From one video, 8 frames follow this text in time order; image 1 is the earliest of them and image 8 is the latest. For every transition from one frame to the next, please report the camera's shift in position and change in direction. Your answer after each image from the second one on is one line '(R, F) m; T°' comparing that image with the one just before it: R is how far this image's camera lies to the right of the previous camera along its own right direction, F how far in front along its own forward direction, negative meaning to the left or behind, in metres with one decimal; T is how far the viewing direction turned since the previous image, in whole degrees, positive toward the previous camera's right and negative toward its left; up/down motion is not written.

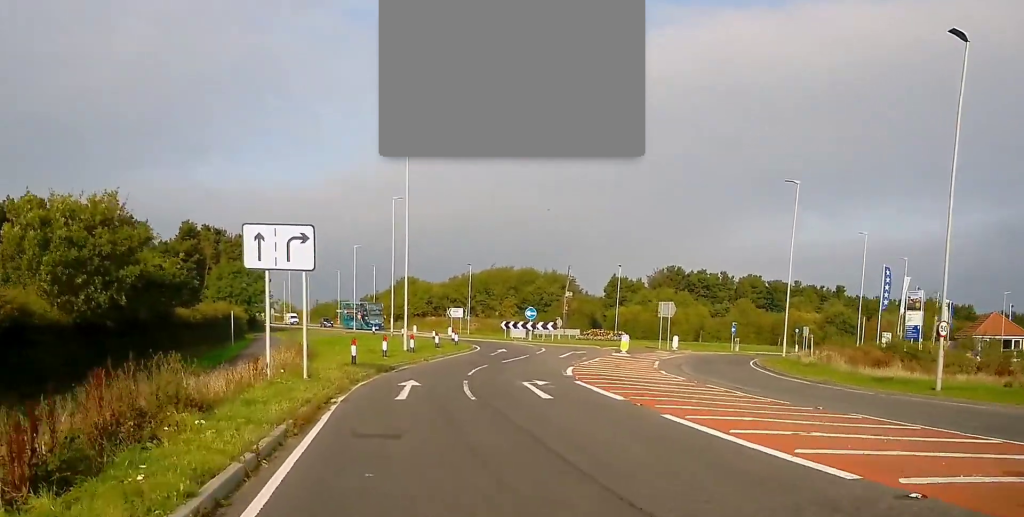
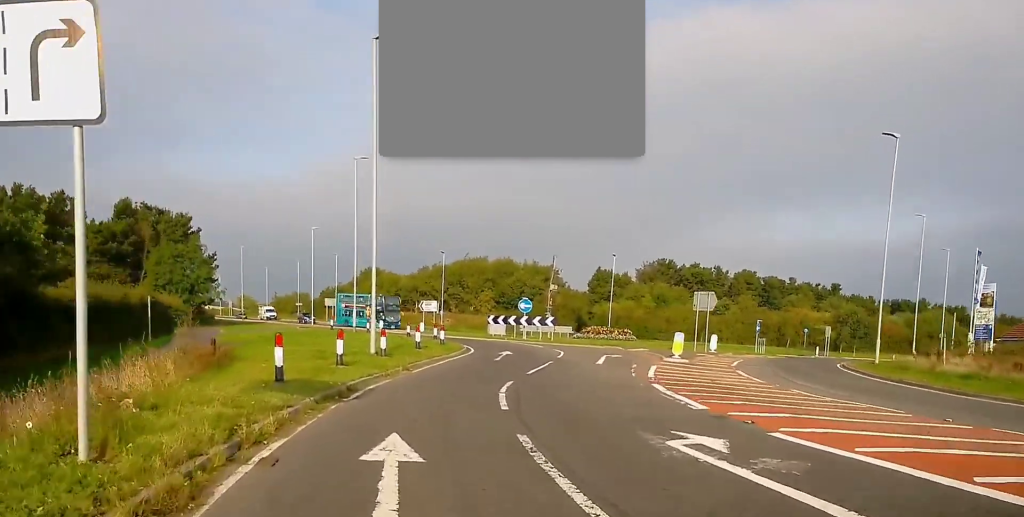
(0.0, +12.5) m; 0°
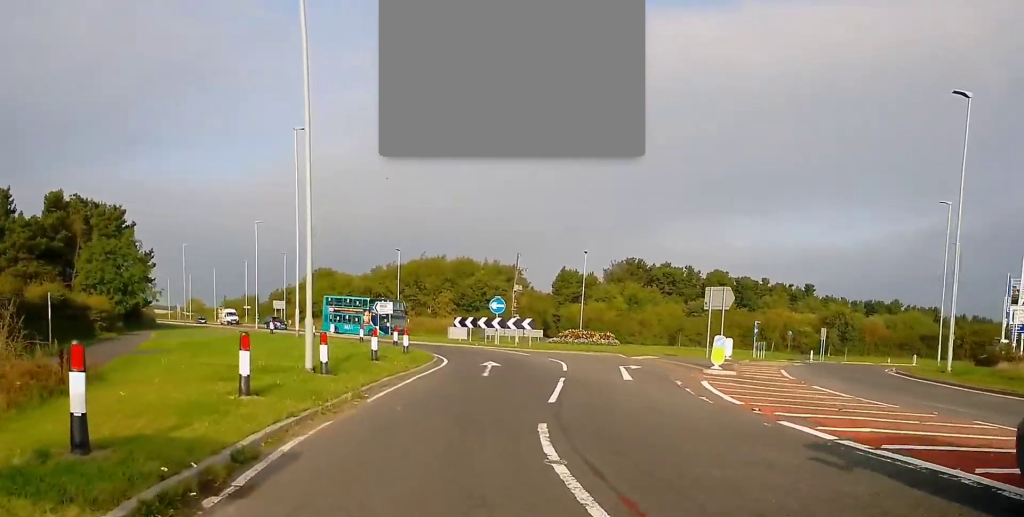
(+0.1, +8.0) m; +4°
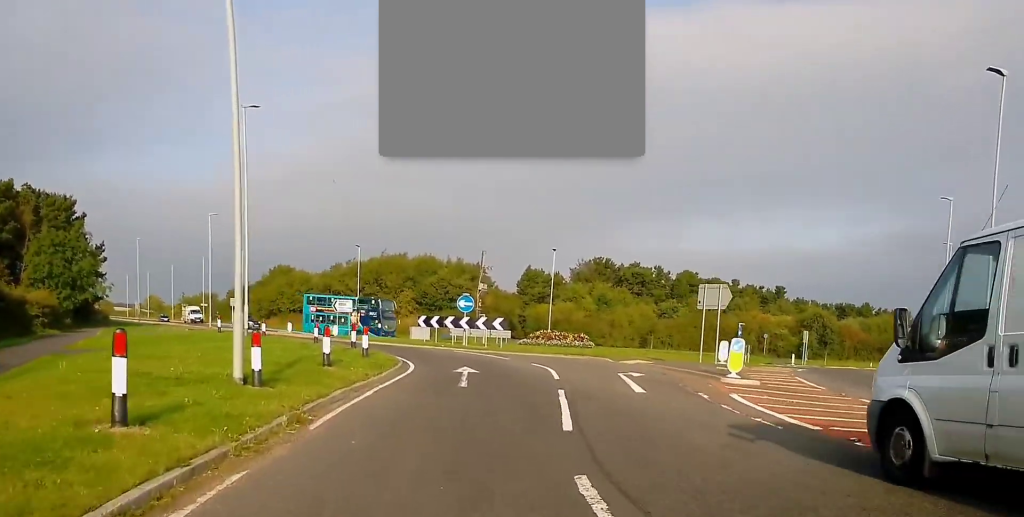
(+0.2, +3.8) m; +3°
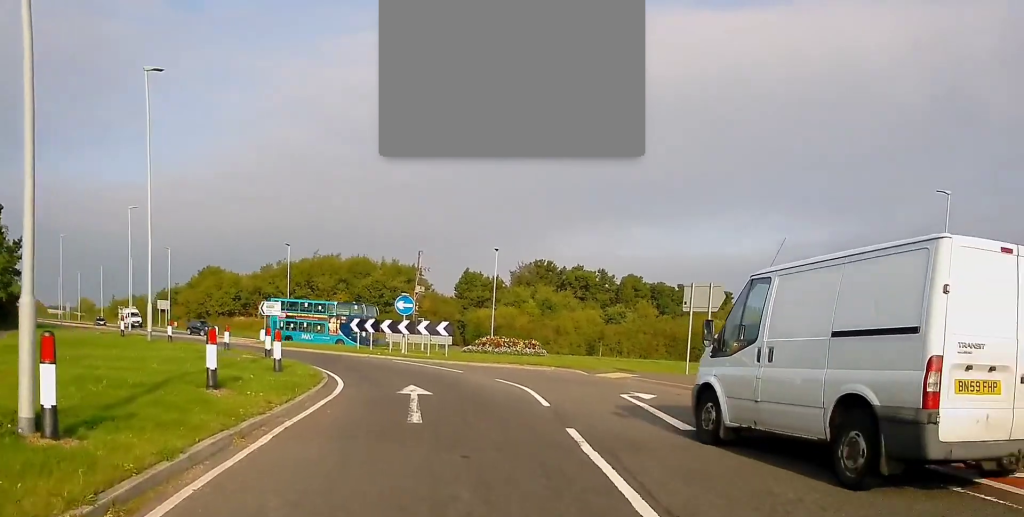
(+0.2, +5.6) m; +4°
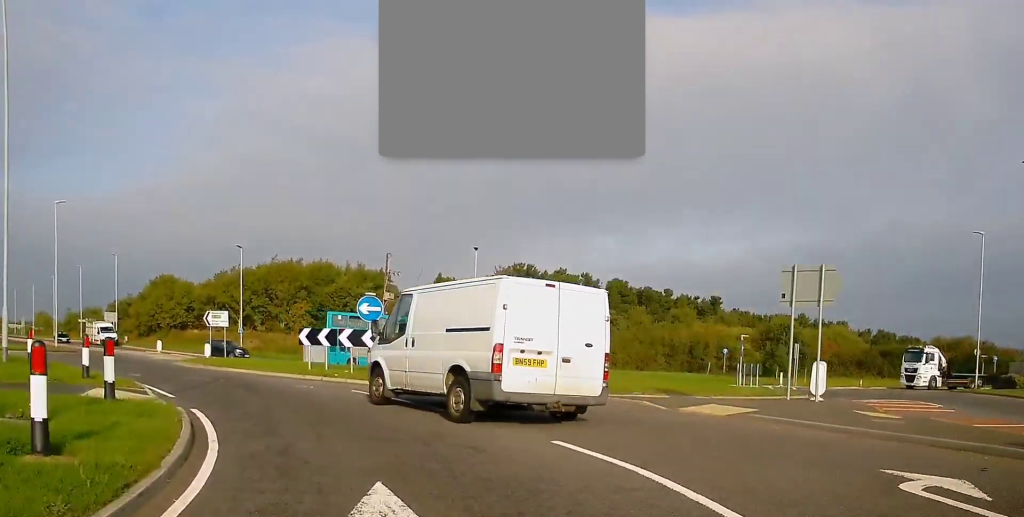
(+0.4, +9.9) m; -1°
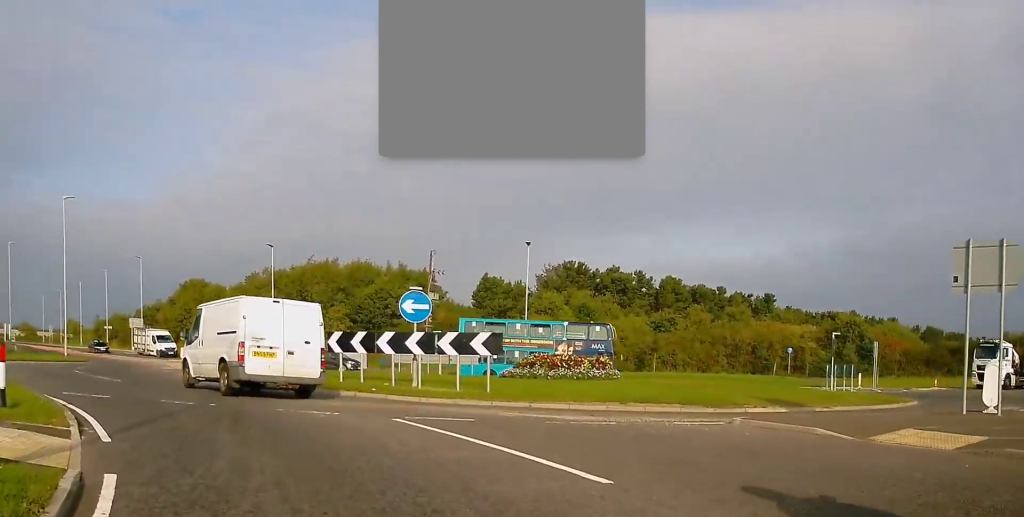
(-0.3, +5.5) m; -7°
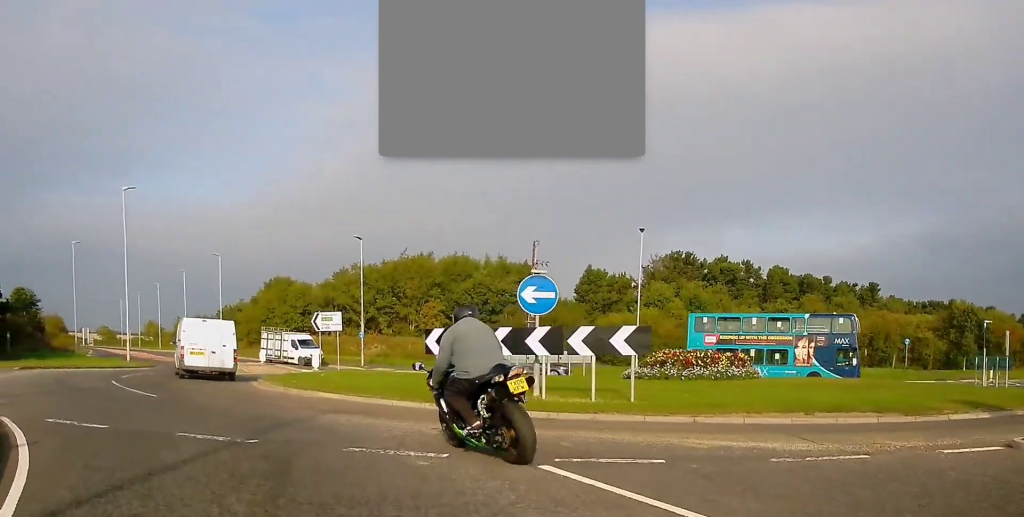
(-0.4, +4.8) m; -3°
